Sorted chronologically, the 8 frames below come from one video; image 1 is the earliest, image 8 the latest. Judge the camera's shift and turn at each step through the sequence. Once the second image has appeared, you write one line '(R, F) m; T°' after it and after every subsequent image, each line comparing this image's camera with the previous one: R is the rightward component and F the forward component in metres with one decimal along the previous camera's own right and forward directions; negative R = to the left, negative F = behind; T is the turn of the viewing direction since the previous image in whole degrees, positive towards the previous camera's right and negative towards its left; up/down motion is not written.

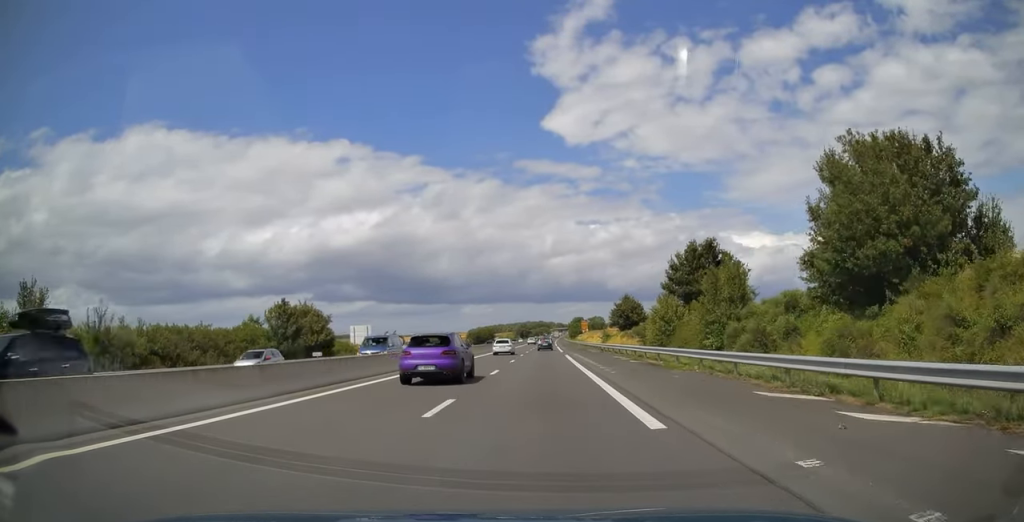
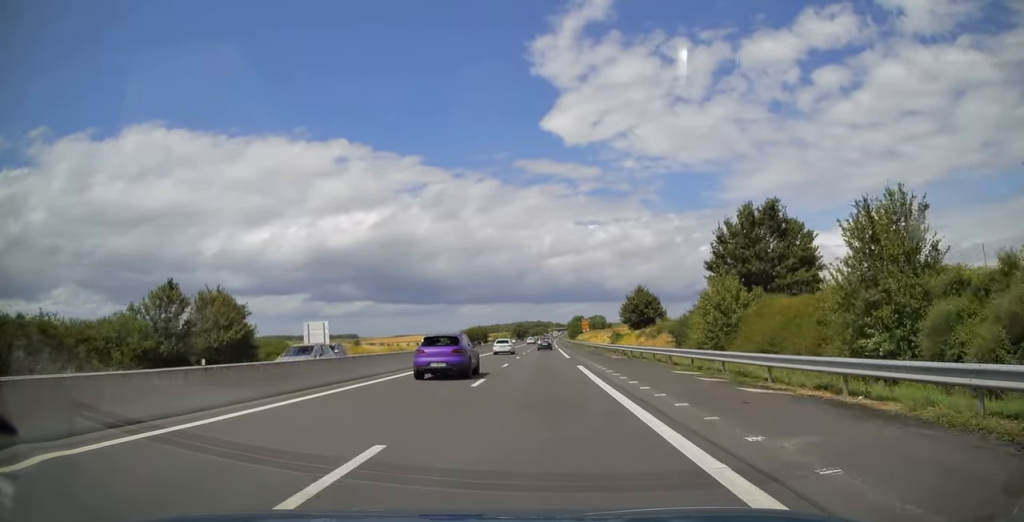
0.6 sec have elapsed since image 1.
(0.0, +18.9) m; 0°
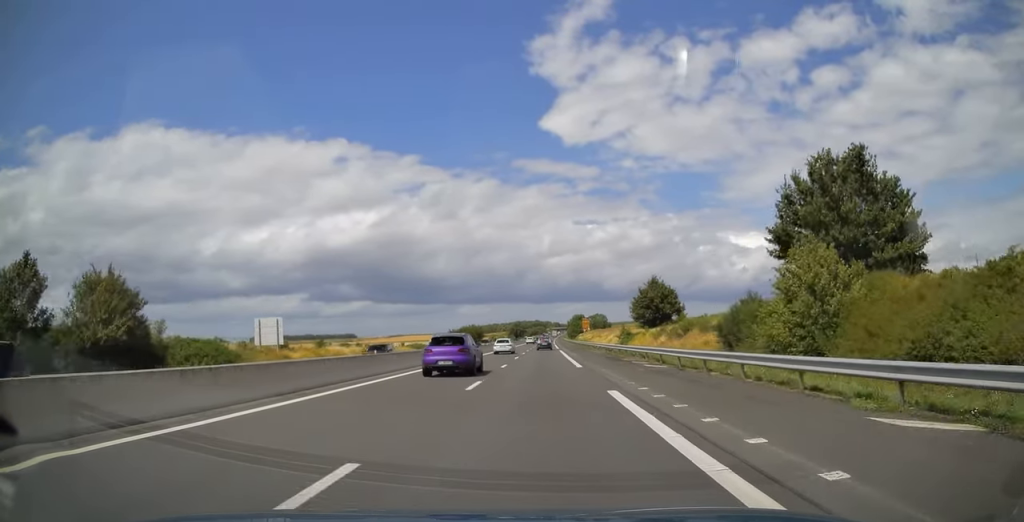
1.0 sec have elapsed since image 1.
(0.0, +14.0) m; 0°
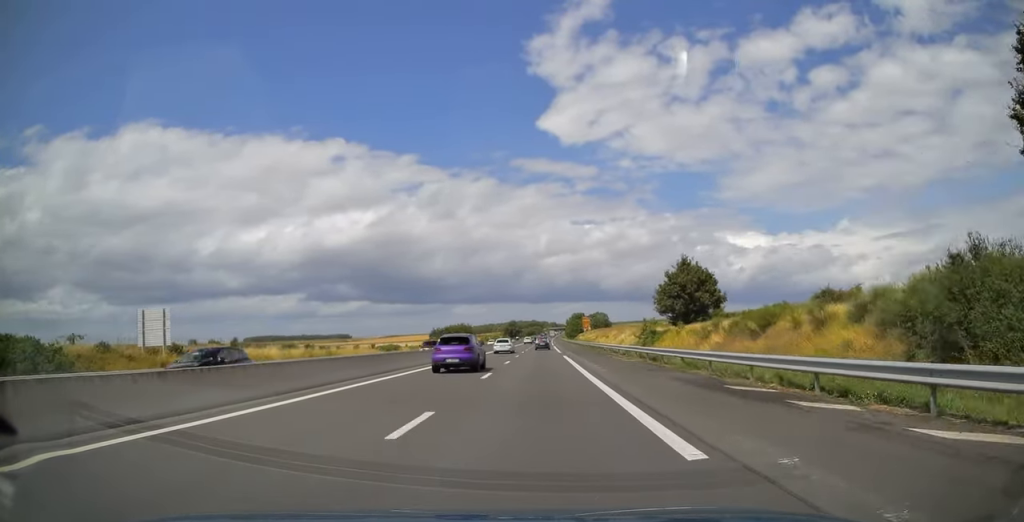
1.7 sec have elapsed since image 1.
(+0.1, +21.1) m; 0°
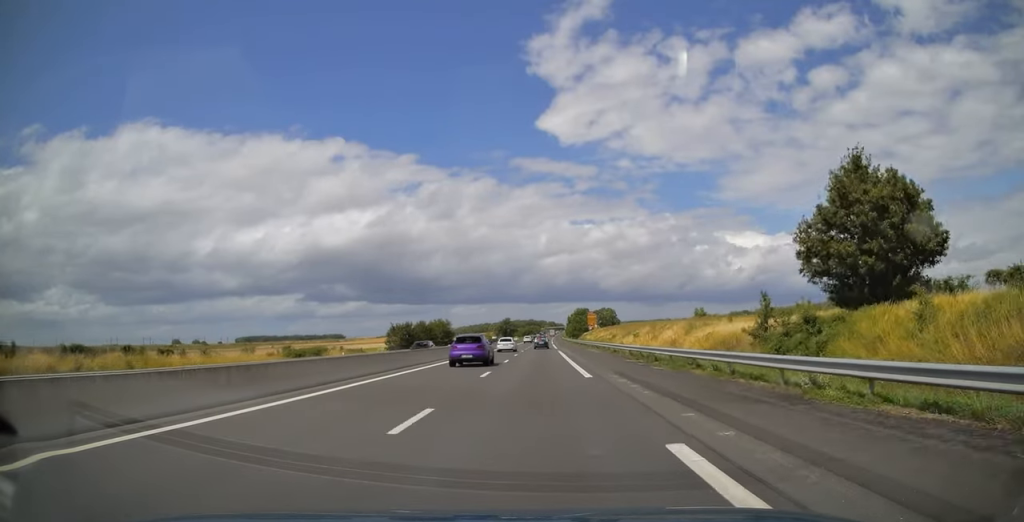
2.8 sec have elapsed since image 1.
(+0.2, +38.4) m; 0°
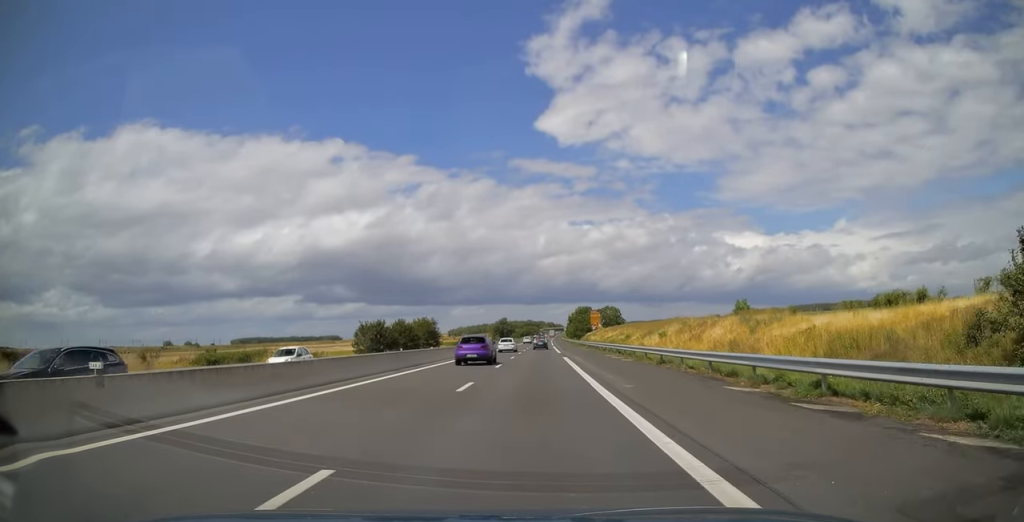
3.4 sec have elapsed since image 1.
(0.0, +18.4) m; 0°
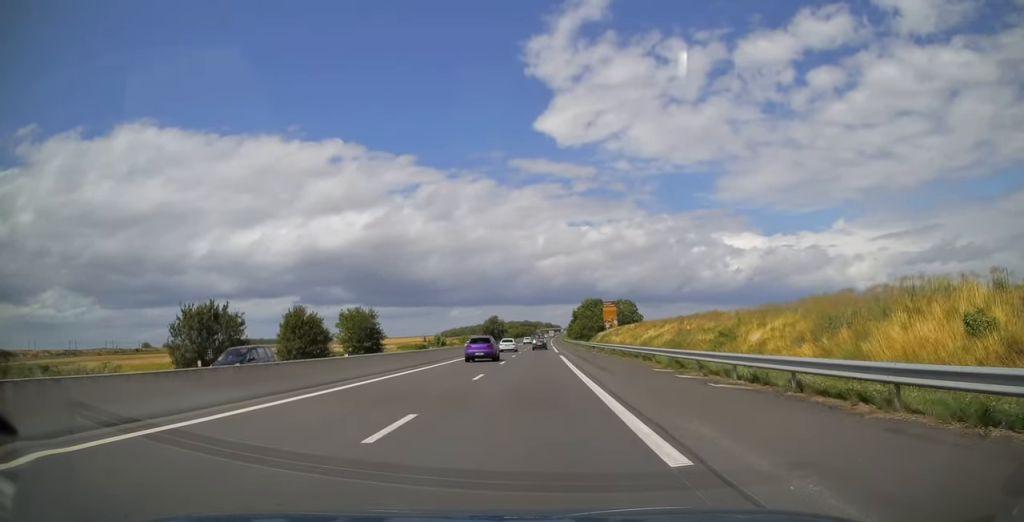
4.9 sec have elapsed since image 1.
(+0.1, +46.9) m; 0°
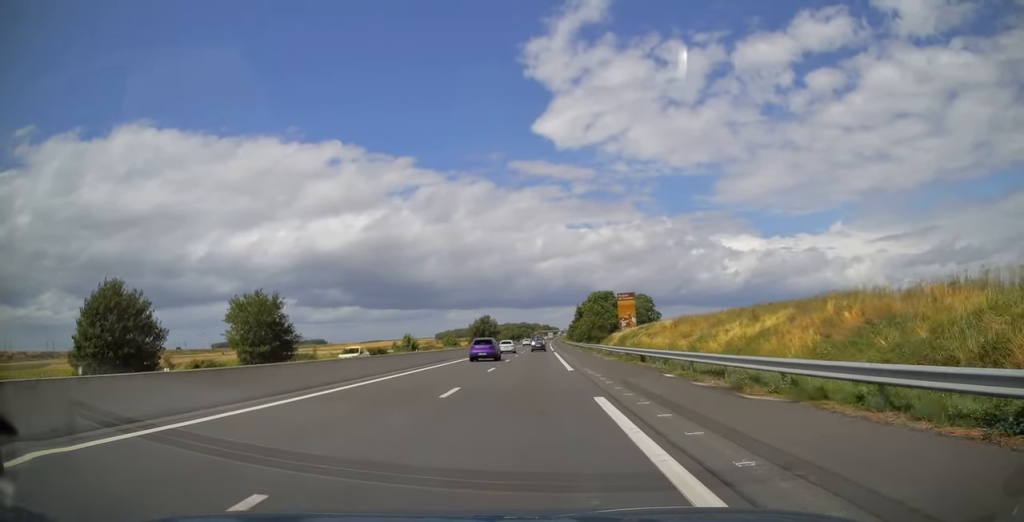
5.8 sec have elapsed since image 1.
(+0.1, +31.8) m; 0°
